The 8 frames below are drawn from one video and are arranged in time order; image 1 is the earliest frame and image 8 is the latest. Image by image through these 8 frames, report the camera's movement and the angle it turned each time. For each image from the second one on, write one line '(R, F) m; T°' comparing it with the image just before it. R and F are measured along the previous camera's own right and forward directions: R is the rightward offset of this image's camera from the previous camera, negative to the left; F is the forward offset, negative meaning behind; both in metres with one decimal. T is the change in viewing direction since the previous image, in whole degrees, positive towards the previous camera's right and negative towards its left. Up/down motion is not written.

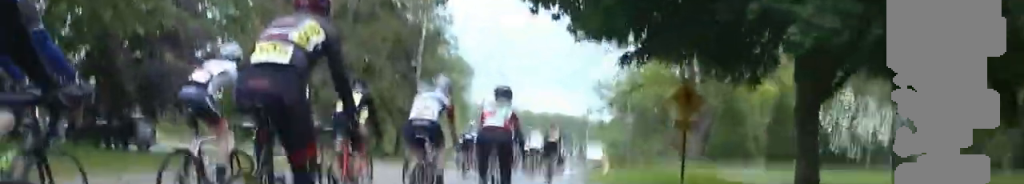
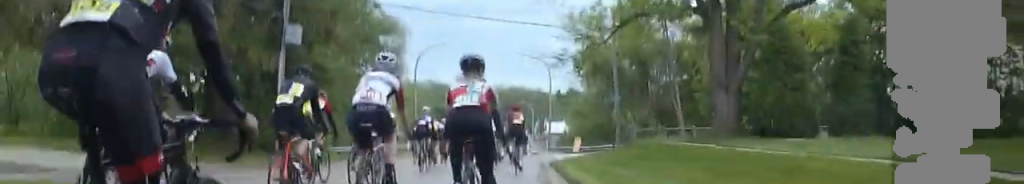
(+1.3, +12.6) m; +3°
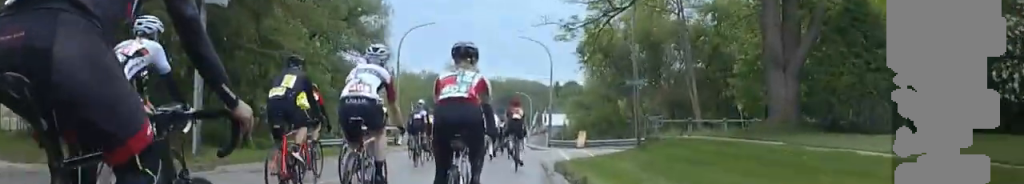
(-0.8, +5.5) m; +1°
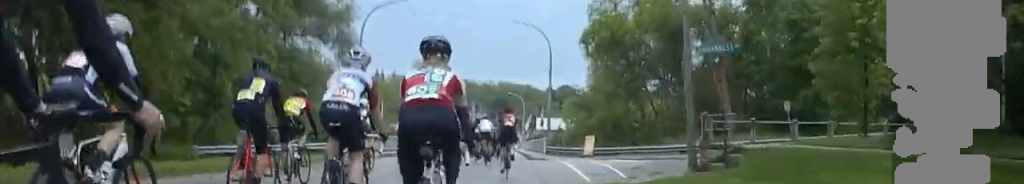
(+1.0, +8.4) m; 0°
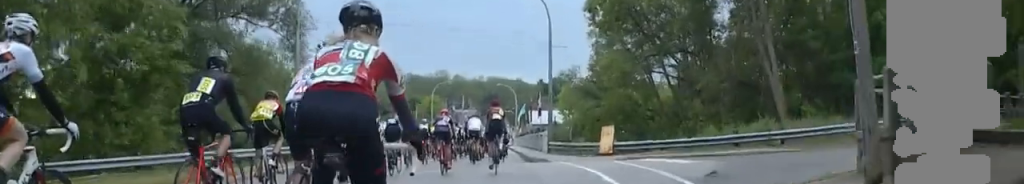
(-1.1, +8.0) m; 0°
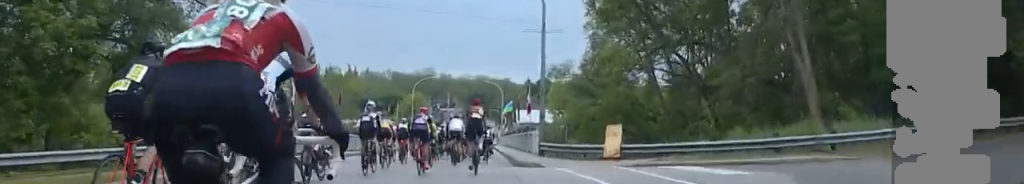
(+0.6, +4.3) m; 0°
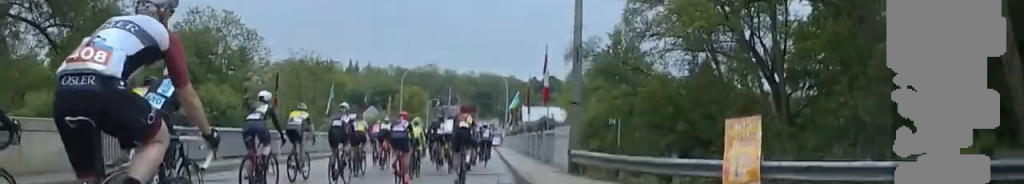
(-0.4, +9.6) m; 0°
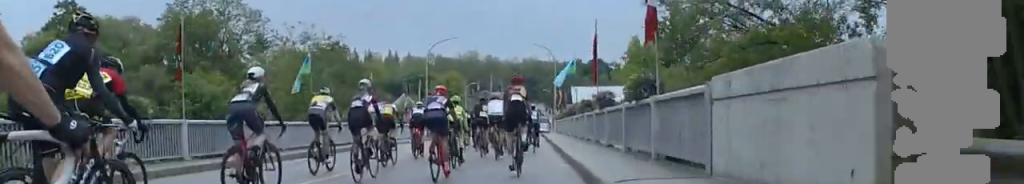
(+0.8, +10.0) m; +1°
